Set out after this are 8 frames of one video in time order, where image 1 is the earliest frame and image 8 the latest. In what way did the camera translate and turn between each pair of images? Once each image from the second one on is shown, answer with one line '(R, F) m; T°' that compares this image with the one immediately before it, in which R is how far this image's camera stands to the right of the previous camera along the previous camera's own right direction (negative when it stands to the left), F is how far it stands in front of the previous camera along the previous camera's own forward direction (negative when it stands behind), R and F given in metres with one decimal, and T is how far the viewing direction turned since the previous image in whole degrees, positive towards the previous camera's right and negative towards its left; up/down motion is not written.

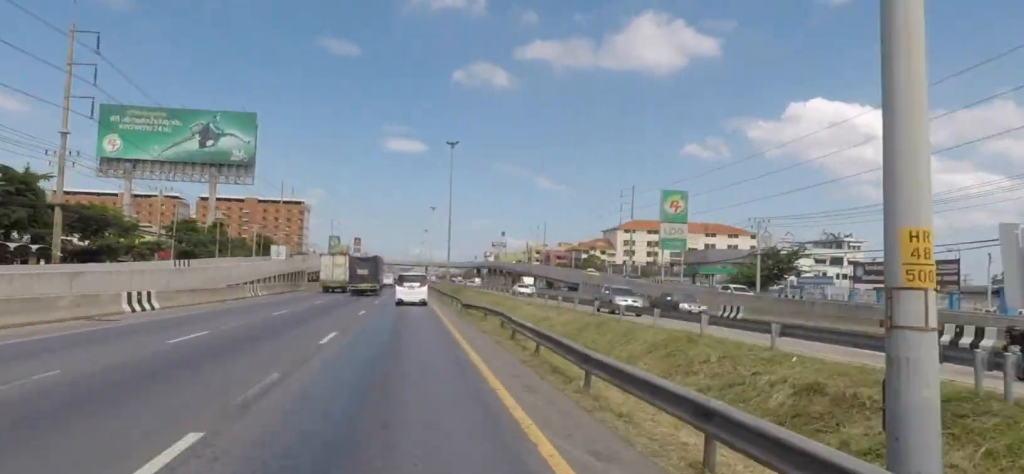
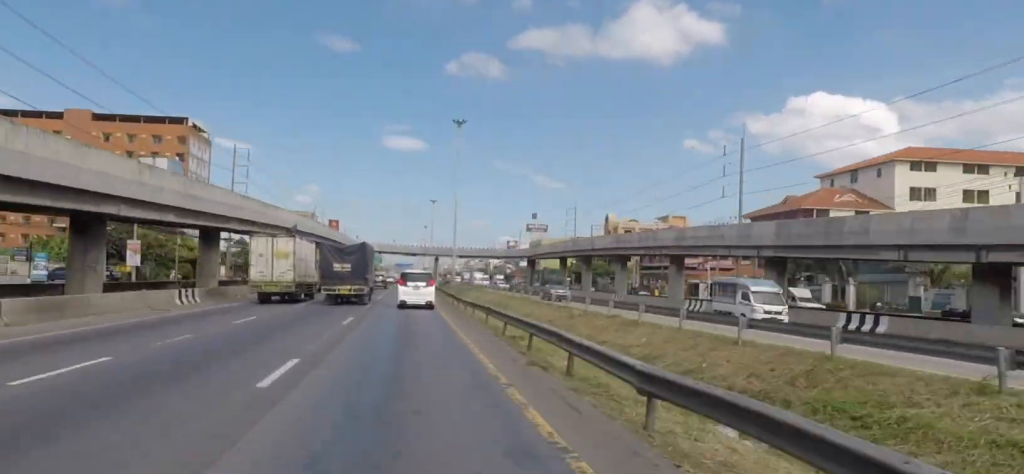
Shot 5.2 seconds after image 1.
(+1.7, +109.9) m; +1°
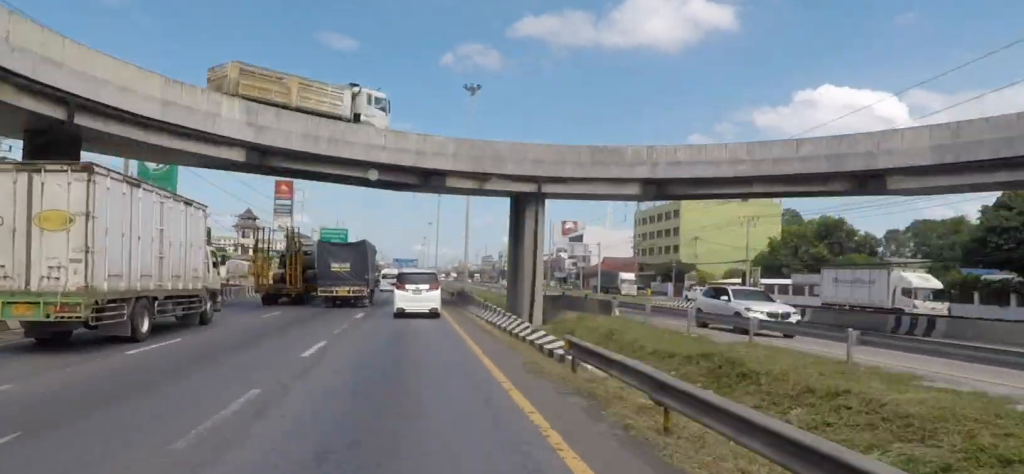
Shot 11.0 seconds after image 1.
(0.0, +118.9) m; -1°
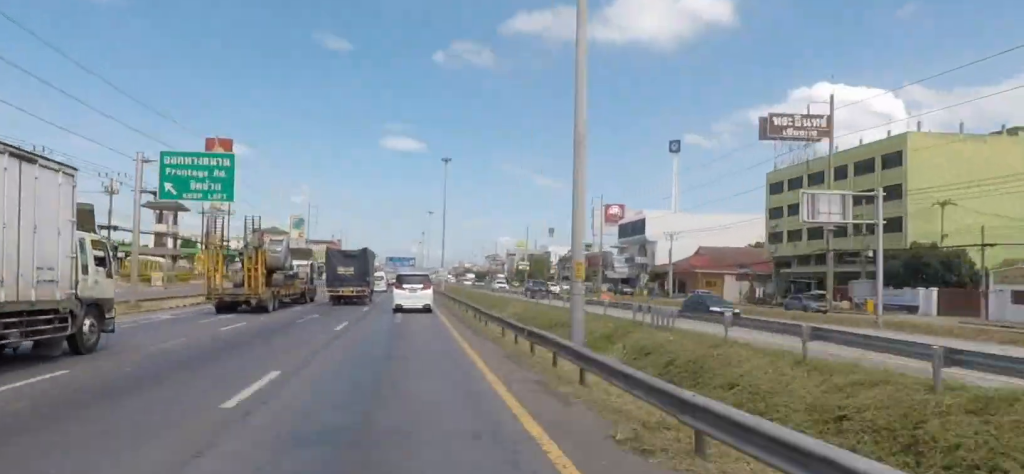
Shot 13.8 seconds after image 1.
(-0.5, +57.0) m; +6°
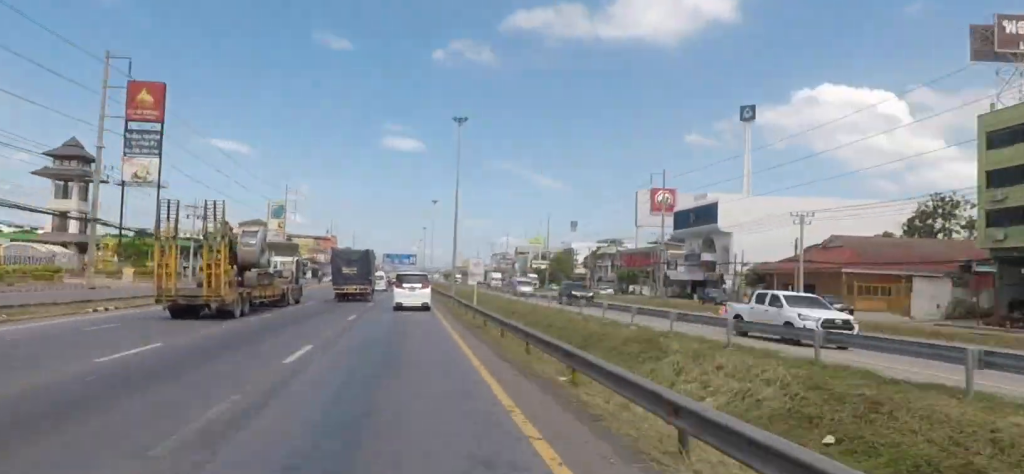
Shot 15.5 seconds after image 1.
(-3.6, +33.3) m; +4°
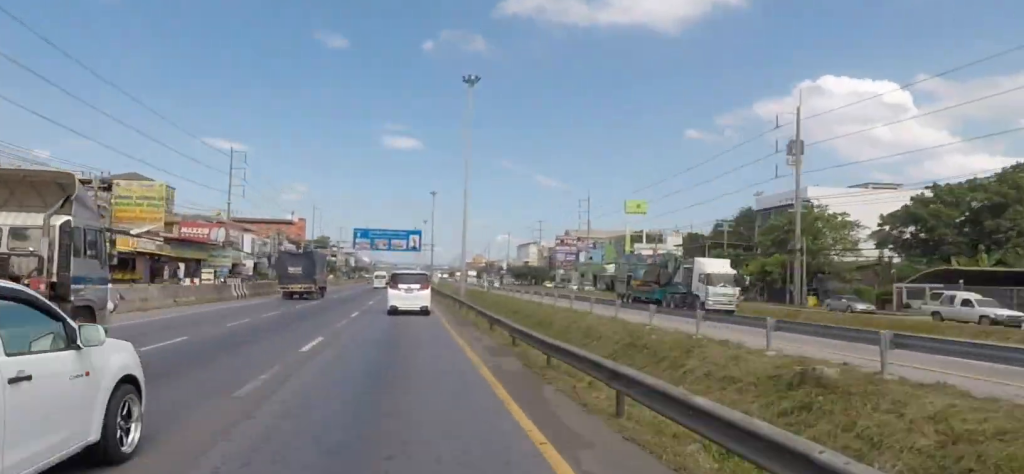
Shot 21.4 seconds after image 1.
(-4.5, +116.2) m; -9°
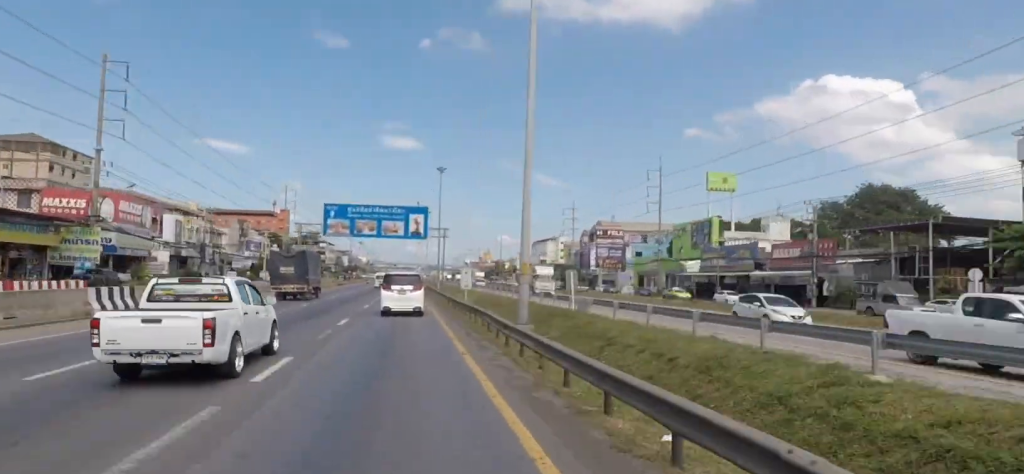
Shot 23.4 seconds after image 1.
(-14.4, +40.6) m; 0°
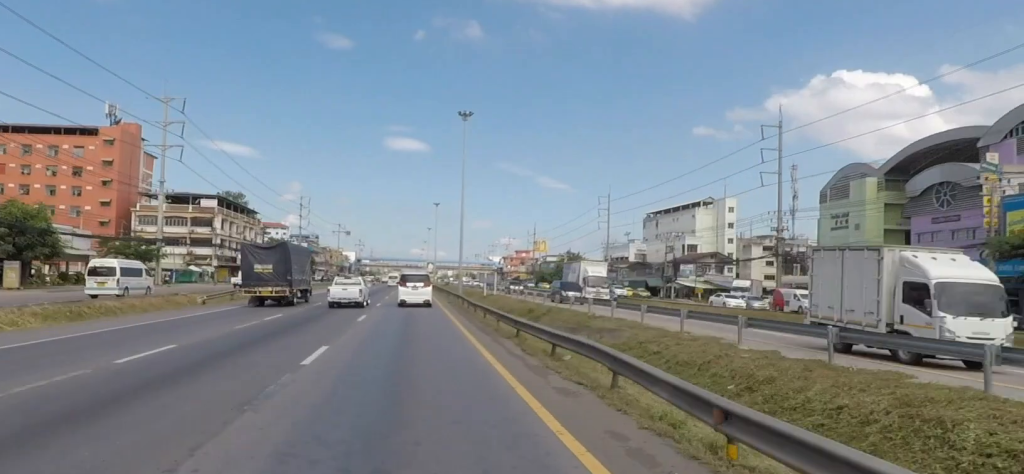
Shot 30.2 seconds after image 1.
(+7.8, +145.9) m; -7°
